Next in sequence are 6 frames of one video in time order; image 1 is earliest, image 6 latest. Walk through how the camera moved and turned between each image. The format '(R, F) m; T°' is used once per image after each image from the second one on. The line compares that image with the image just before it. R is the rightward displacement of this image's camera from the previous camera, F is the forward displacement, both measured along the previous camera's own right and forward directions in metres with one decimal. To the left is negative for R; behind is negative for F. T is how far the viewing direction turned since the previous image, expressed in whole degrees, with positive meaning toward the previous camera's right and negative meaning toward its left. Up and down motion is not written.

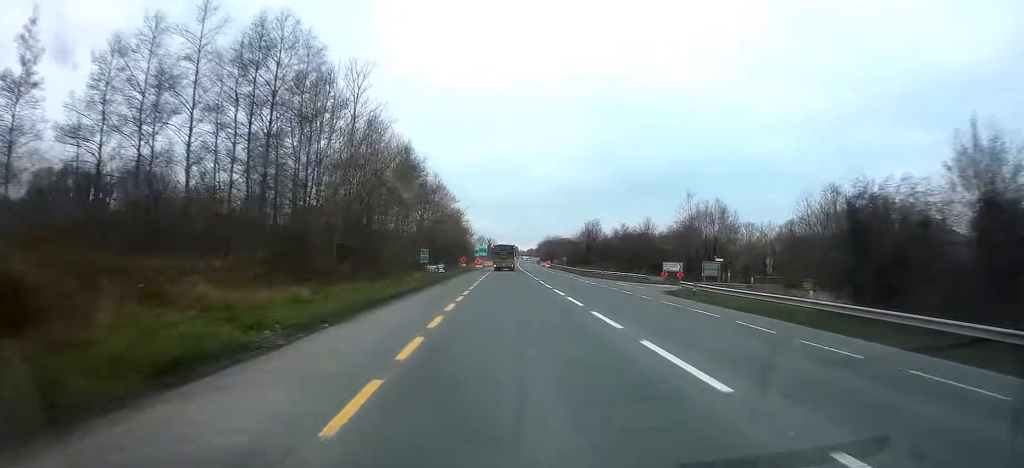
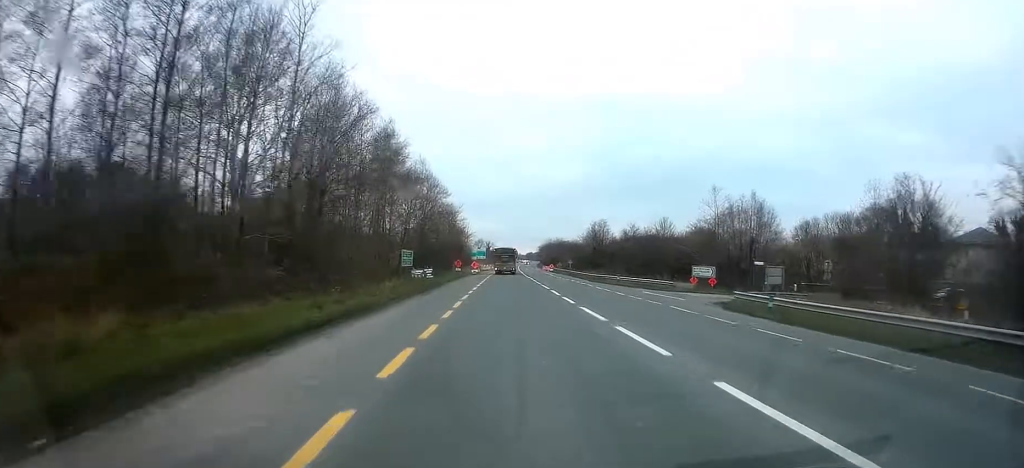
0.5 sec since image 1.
(0.0, +9.0) m; 0°
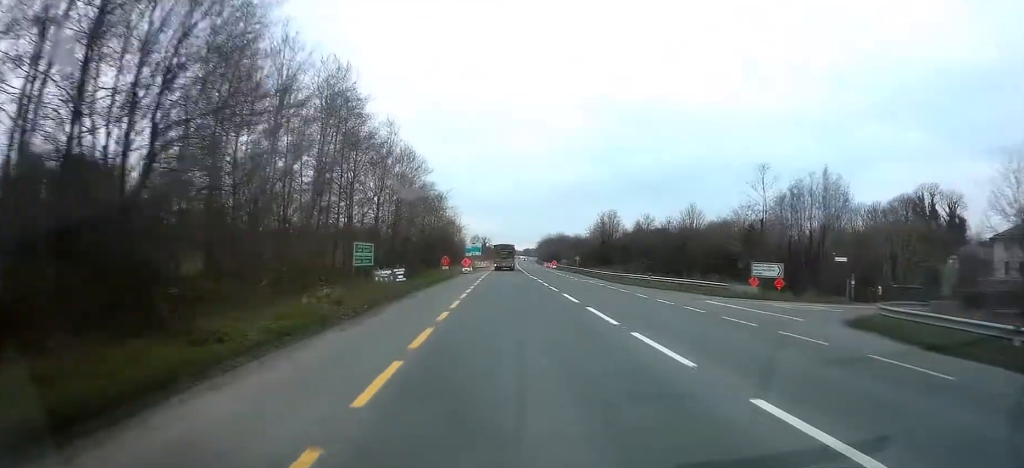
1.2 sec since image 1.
(-0.3, +12.6) m; 0°
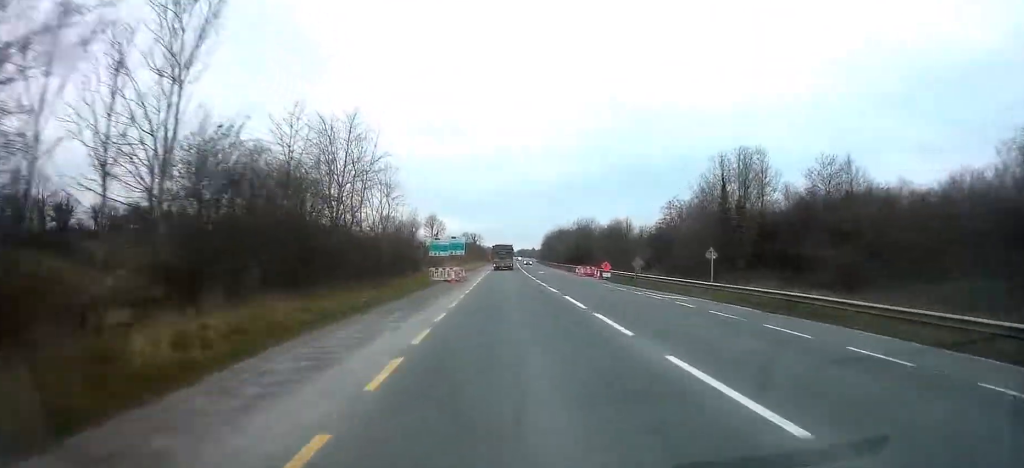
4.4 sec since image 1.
(+0.9, +59.0) m; +2°
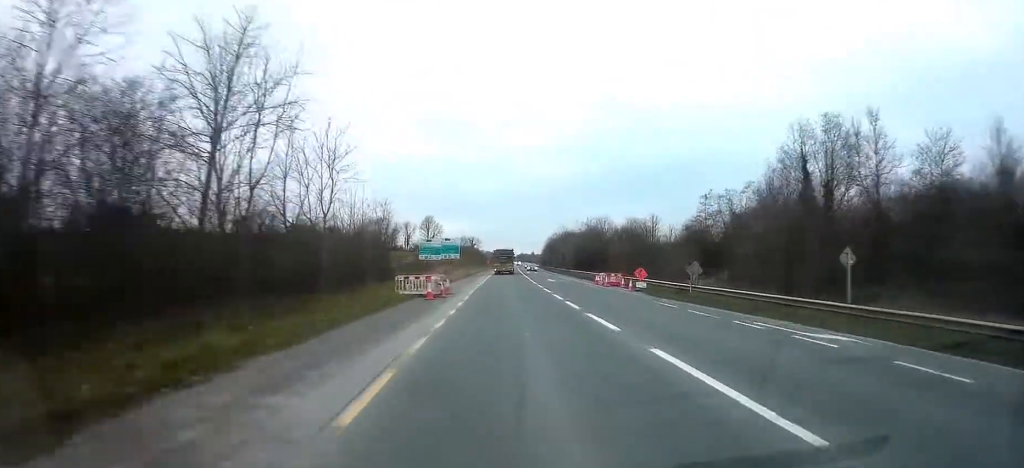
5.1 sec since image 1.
(+0.2, +13.9) m; 0°
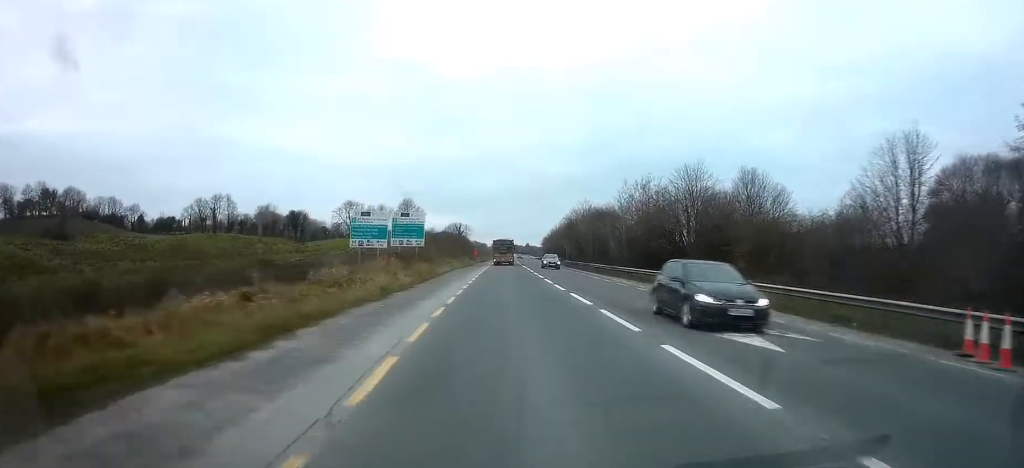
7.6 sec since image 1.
(-0.1, +43.1) m; 0°
